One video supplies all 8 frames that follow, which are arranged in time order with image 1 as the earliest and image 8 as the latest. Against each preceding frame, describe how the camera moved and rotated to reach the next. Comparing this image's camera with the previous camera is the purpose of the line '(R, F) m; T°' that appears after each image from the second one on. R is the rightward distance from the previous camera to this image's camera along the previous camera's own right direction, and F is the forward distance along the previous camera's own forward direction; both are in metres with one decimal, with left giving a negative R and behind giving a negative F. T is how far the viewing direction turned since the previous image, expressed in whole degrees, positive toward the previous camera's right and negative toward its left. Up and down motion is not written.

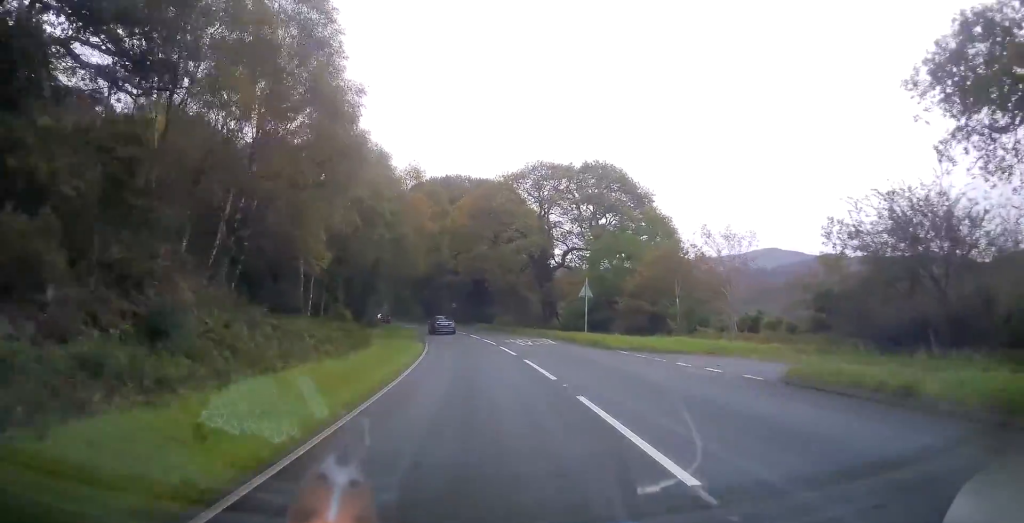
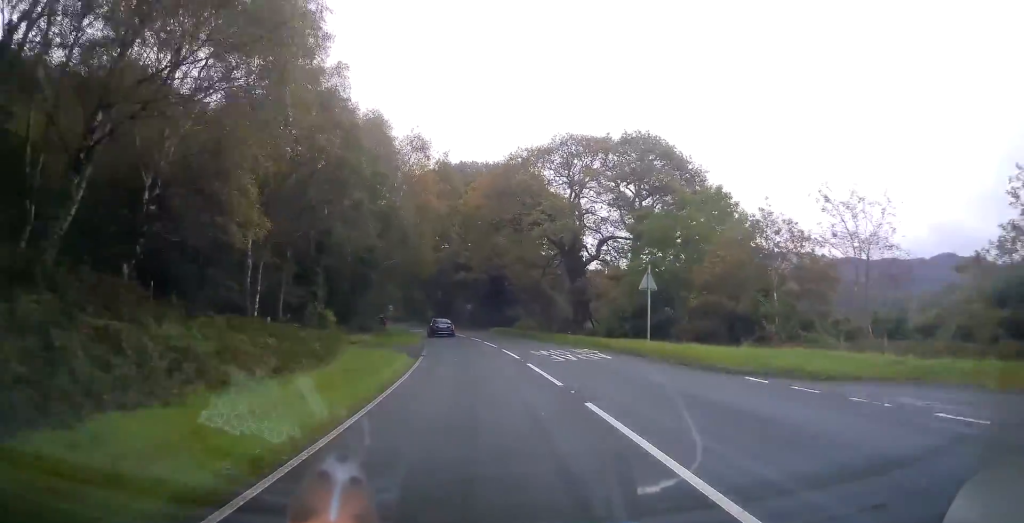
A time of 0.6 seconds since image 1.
(-0.5, +9.9) m; -3°
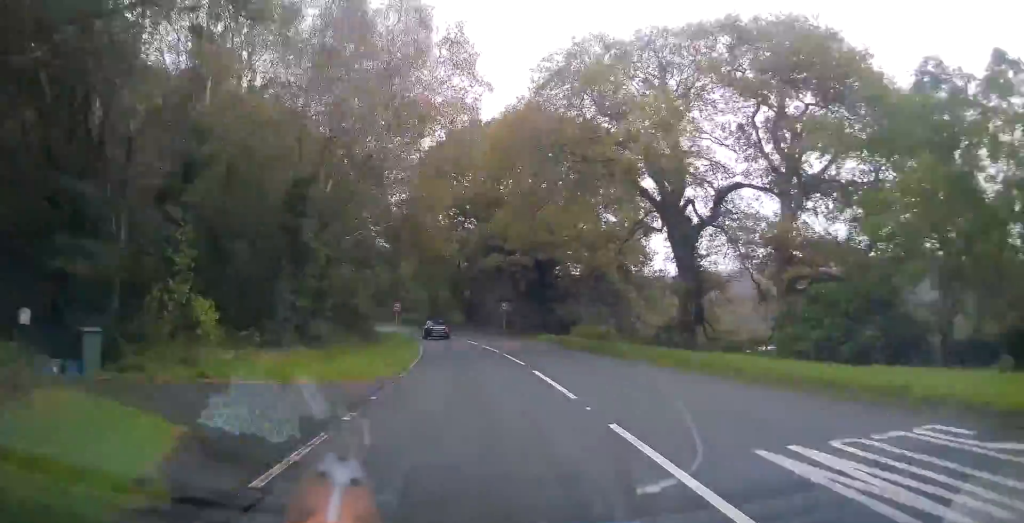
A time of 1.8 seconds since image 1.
(-0.8, +20.0) m; -4°
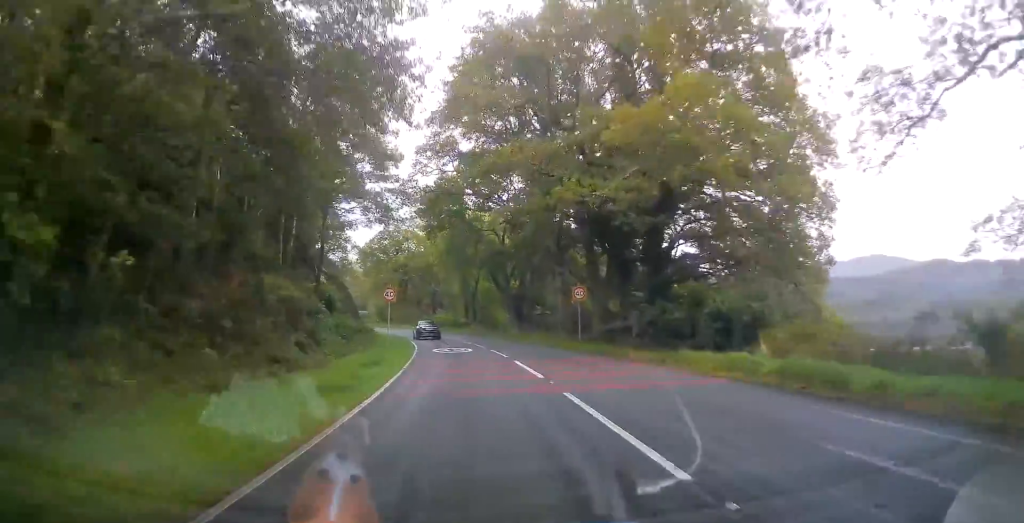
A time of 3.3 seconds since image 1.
(-0.9, +23.2) m; -6°
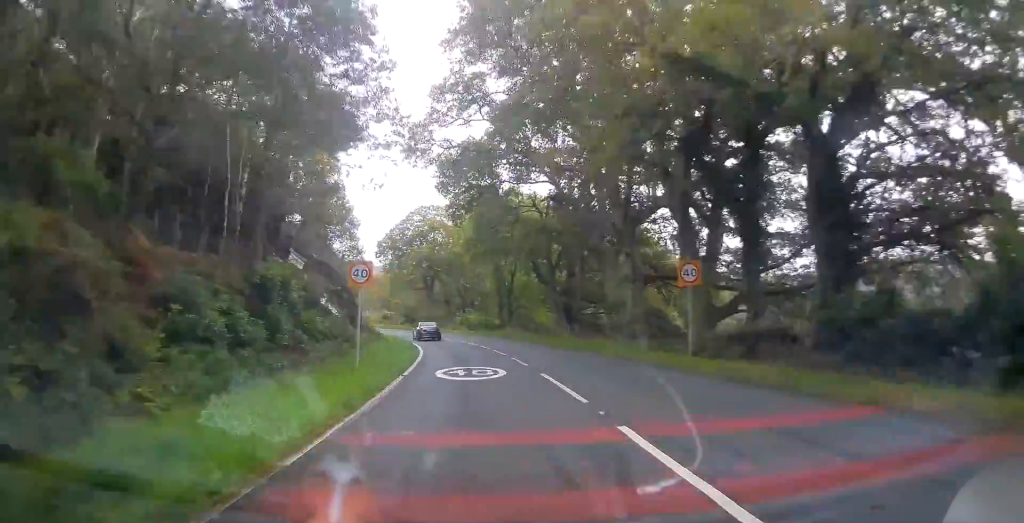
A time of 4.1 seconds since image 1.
(-0.5, +12.9) m; -4°
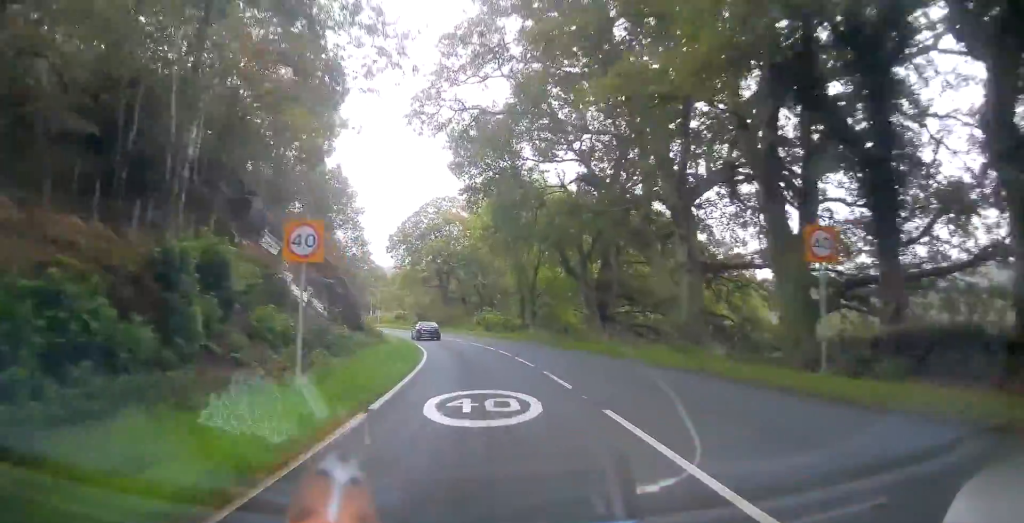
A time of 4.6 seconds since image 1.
(-0.1, +6.6) m; -1°
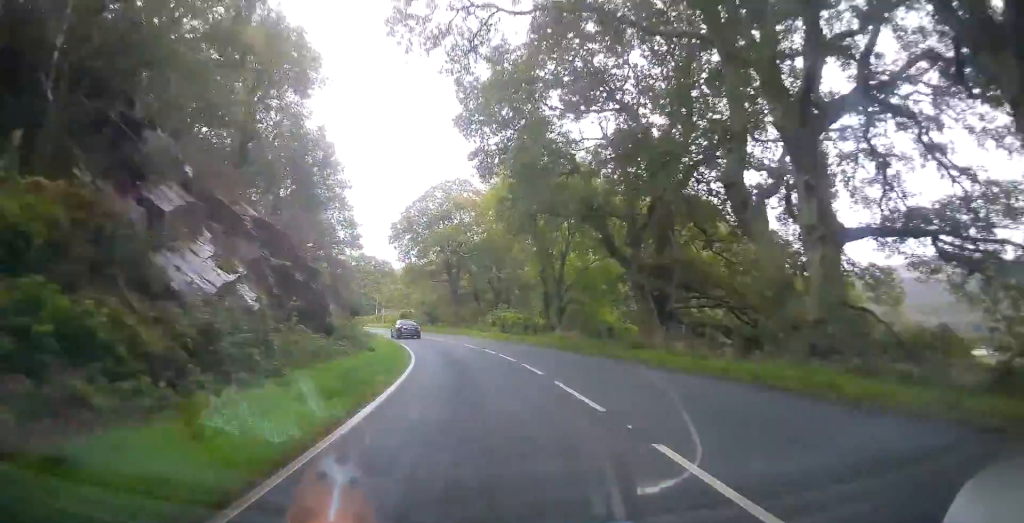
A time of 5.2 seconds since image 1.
(-0.2, +10.0) m; -2°
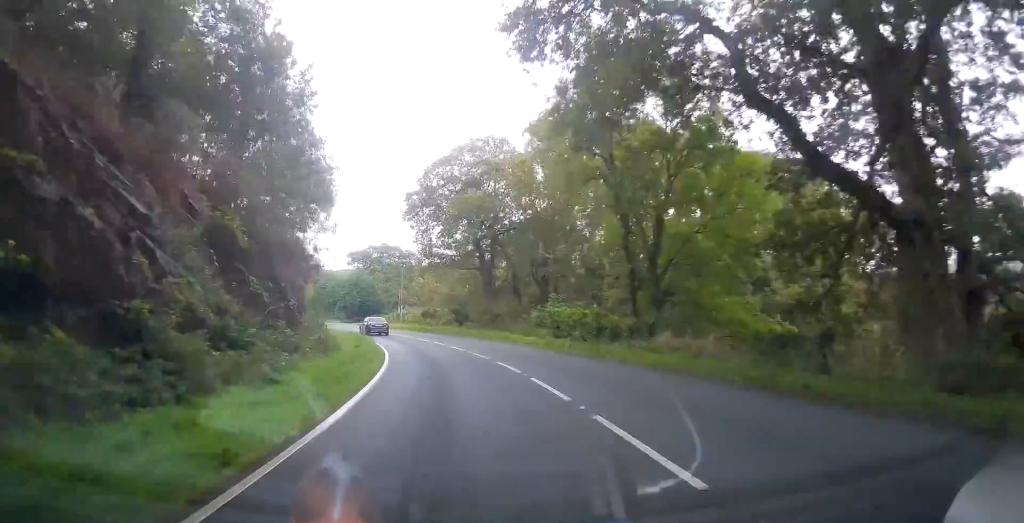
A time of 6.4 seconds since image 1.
(-0.6, +16.8) m; -4°
